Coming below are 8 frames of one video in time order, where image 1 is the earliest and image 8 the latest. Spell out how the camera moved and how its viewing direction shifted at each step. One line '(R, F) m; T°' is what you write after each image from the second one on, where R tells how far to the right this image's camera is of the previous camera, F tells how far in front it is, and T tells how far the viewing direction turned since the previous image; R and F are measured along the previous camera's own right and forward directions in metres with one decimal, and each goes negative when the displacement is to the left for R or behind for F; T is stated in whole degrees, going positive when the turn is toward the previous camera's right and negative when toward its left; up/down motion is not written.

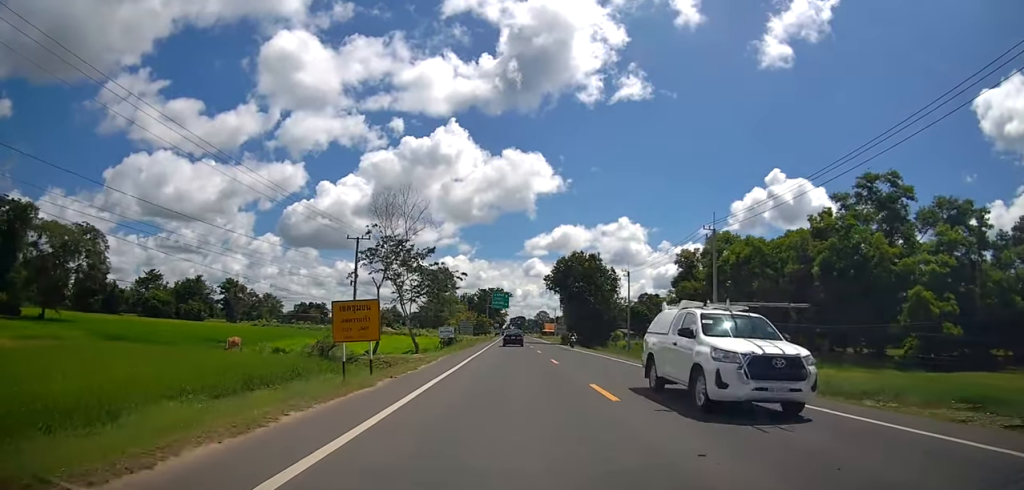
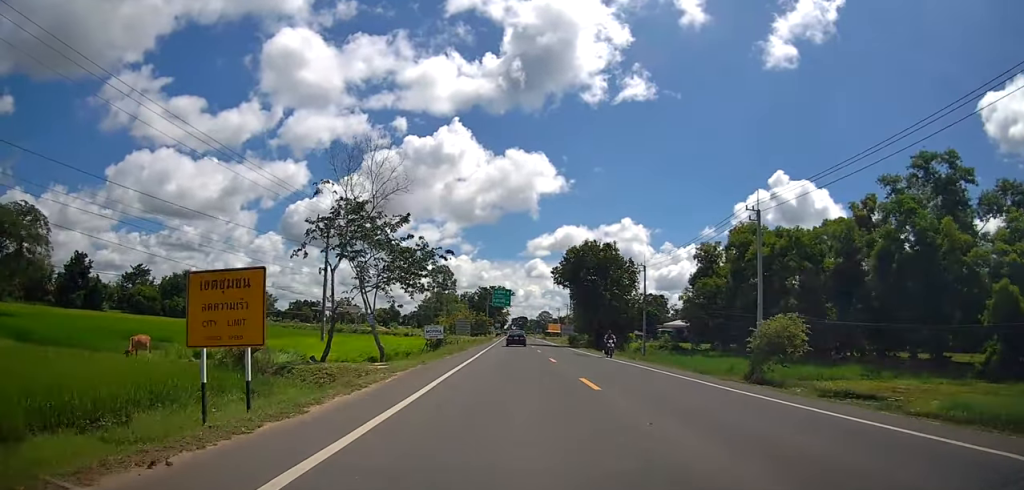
(0.0, +10.0) m; 0°
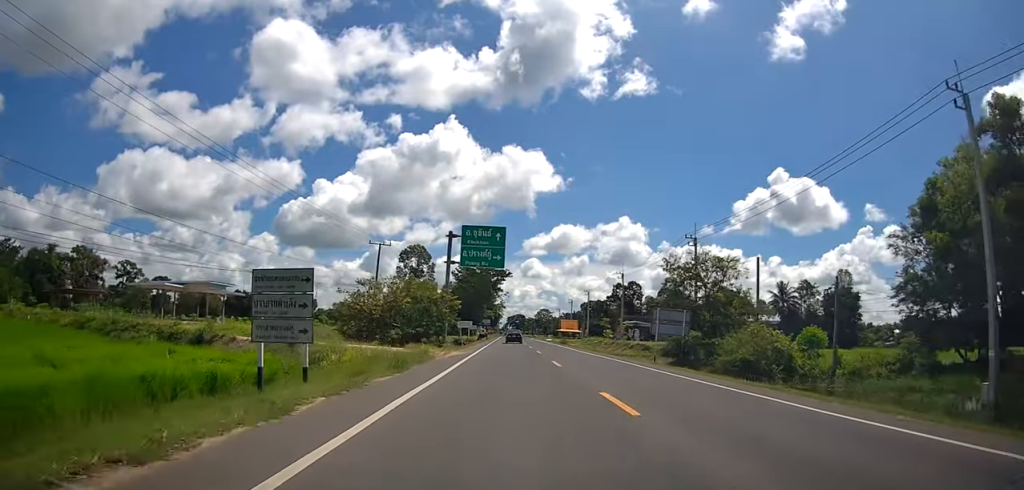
(+1.5, +65.4) m; 0°
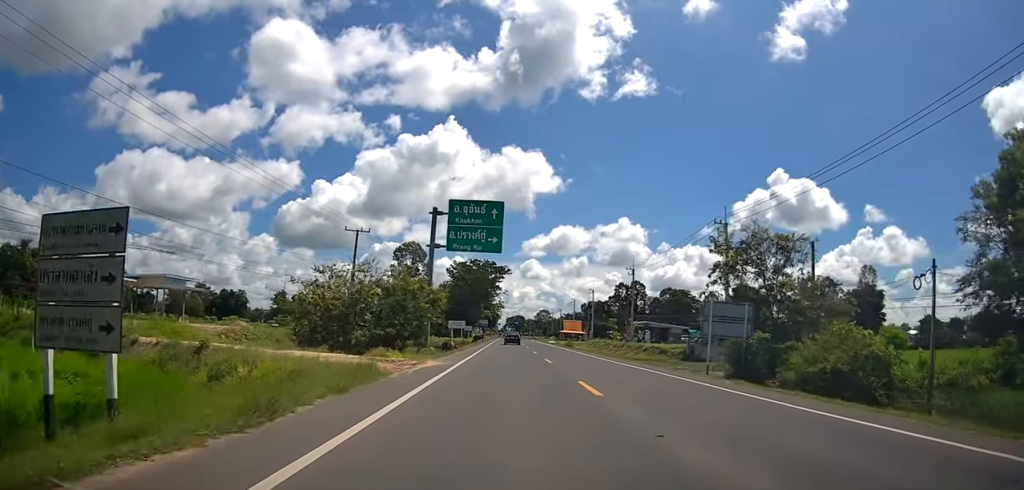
(0.0, +9.4) m; 0°
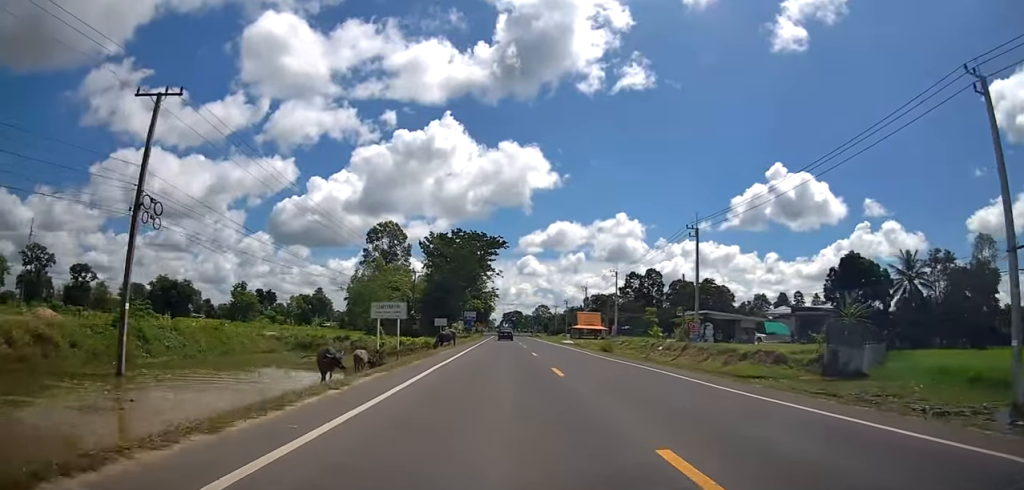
(0.0, +33.3) m; 0°
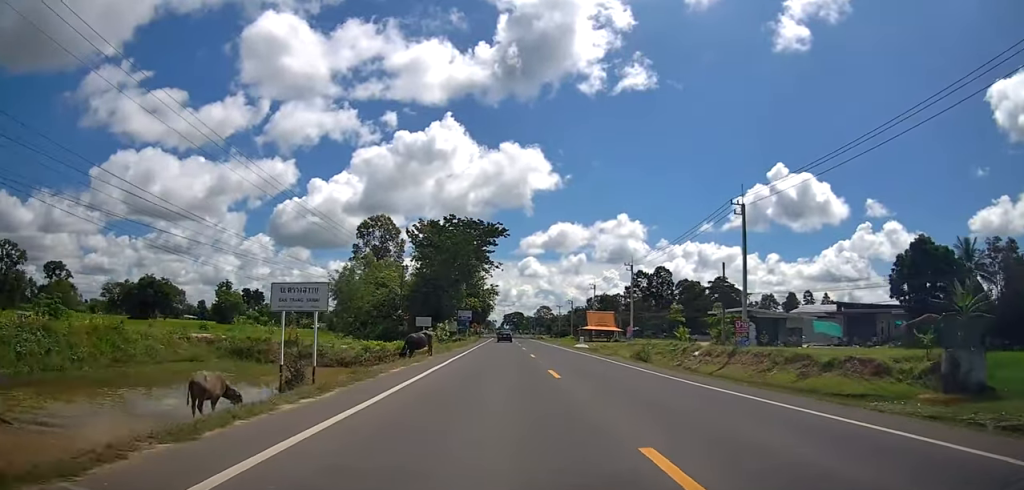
(0.0, +12.1) m; 0°
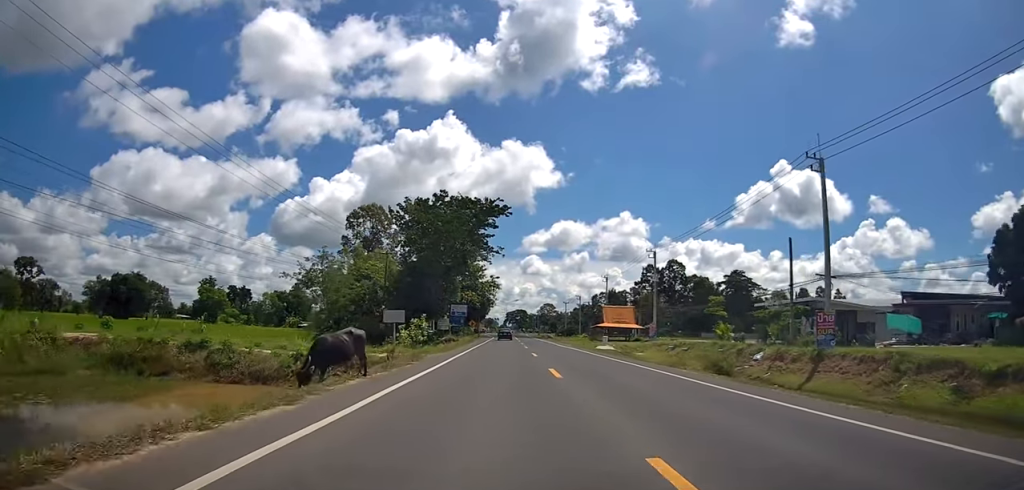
(0.0, +12.7) m; +1°
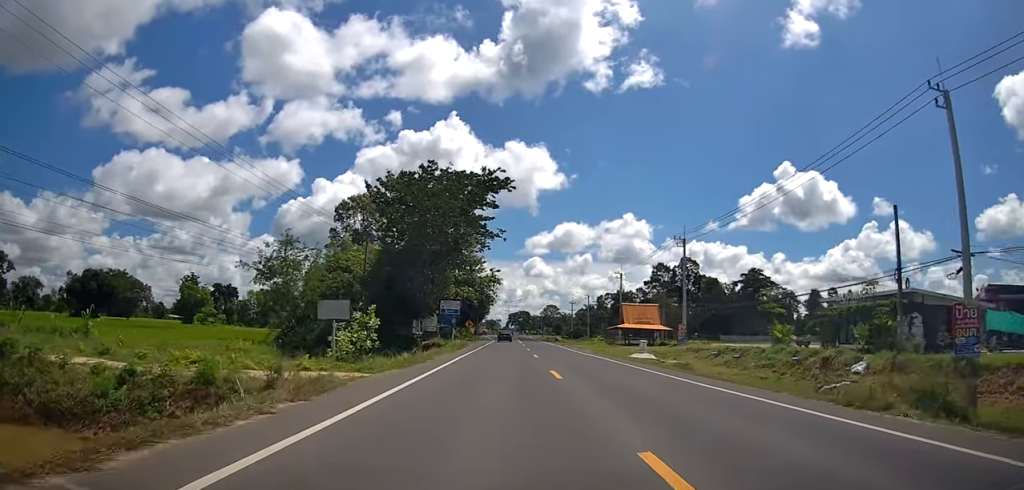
(0.0, +12.0) m; +1°
